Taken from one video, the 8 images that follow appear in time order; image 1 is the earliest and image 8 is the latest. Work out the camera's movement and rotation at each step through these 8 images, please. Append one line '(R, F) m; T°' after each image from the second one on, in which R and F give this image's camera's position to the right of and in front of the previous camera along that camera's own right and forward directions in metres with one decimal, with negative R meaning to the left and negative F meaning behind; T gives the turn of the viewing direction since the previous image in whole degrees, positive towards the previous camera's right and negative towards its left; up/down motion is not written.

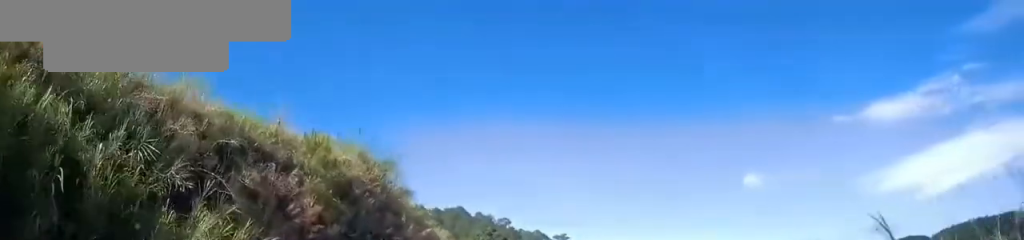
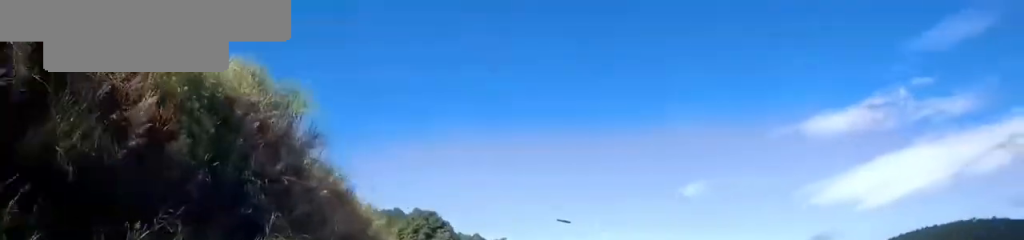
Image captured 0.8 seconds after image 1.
(-0.5, +7.0) m; +13°
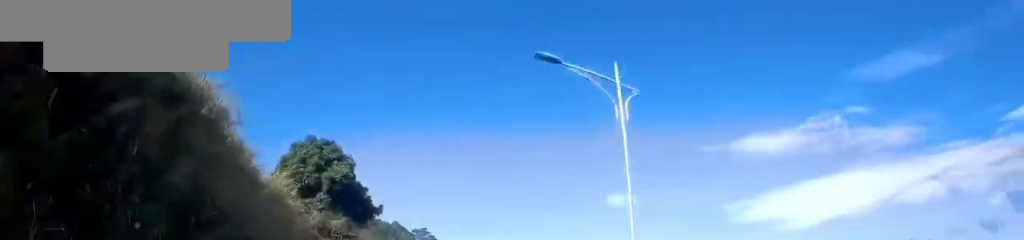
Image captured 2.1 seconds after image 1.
(+3.9, +12.7) m; +19°
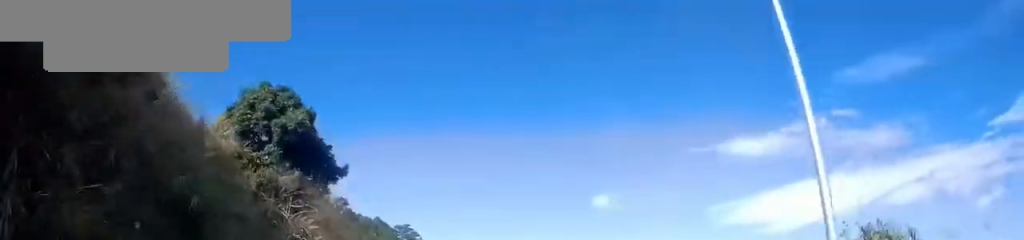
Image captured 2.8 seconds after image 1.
(-0.7, +7.0) m; -2°
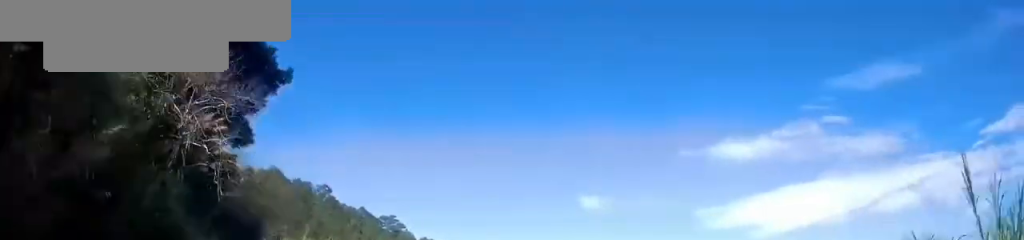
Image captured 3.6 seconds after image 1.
(0.0, +9.6) m; +2°
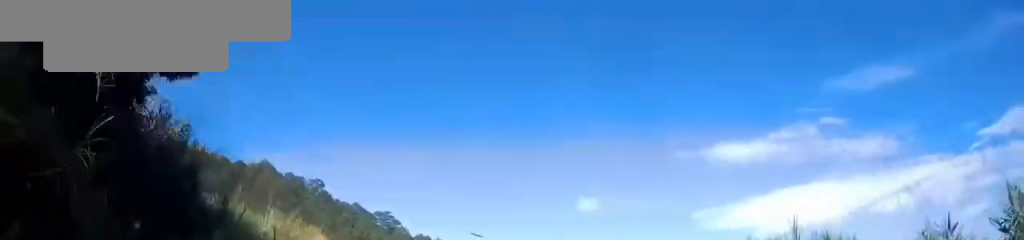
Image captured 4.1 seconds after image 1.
(+0.1, +5.8) m; +2°
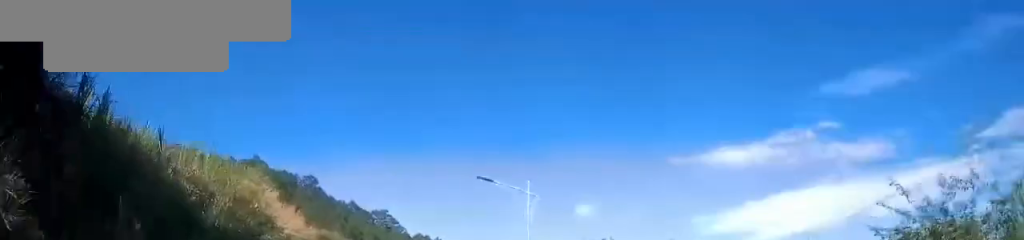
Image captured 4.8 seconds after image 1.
(+0.3, +9.0) m; +1°
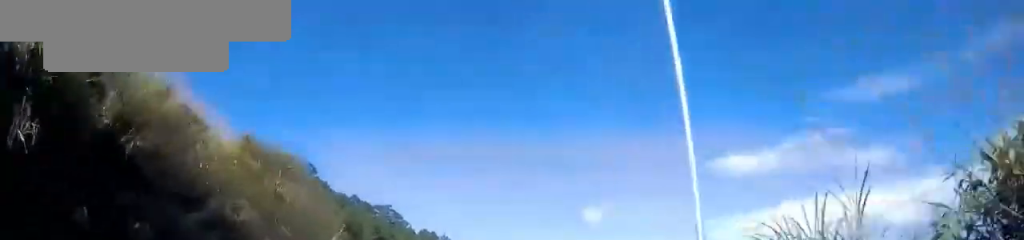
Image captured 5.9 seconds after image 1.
(+0.1, +13.6) m; 0°
